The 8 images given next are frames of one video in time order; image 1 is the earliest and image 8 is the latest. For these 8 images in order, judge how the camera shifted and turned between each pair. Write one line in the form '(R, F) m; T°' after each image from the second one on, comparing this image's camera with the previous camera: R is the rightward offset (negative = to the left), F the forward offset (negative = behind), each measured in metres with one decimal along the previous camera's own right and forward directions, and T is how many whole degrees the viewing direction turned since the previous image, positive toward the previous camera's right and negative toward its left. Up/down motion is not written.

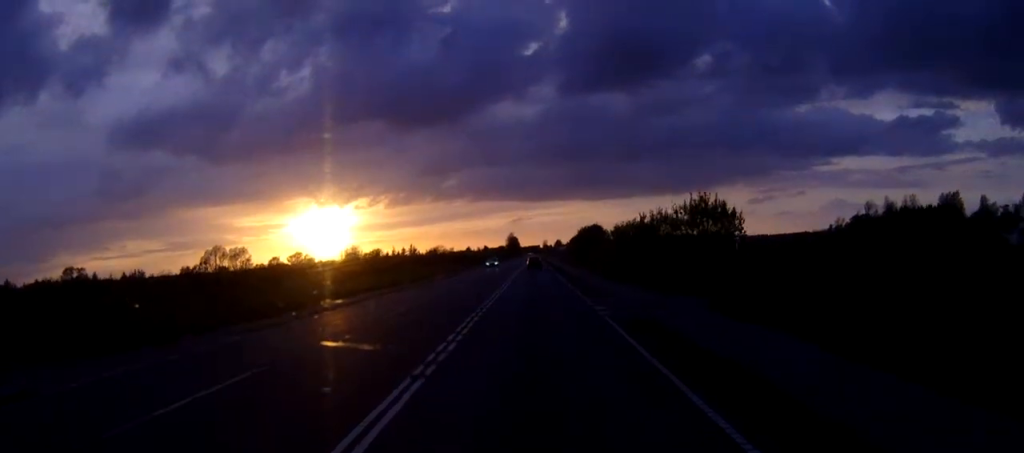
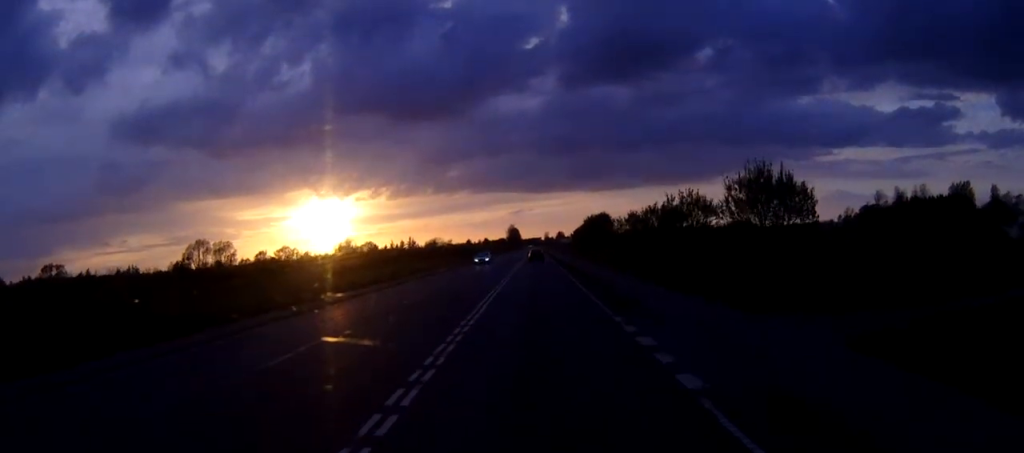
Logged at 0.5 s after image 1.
(0.0, +11.3) m; 0°
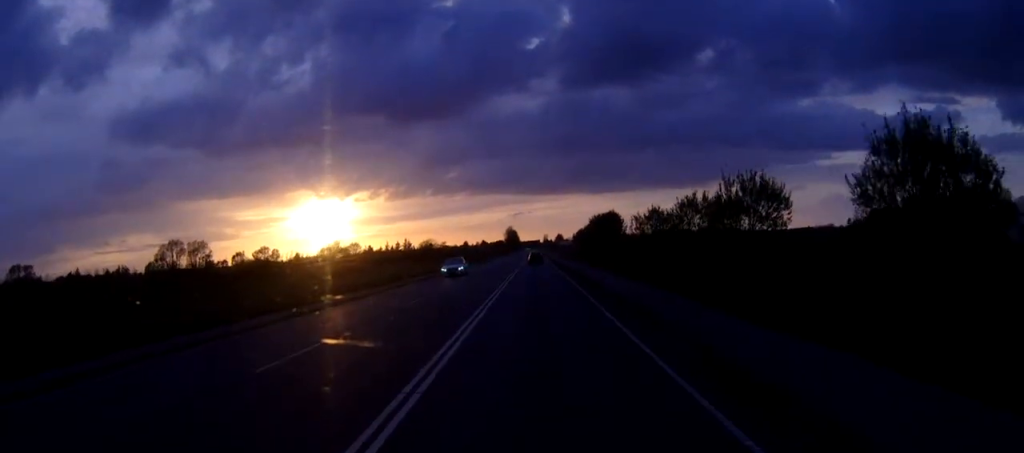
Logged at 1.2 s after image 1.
(0.0, +14.1) m; 0°
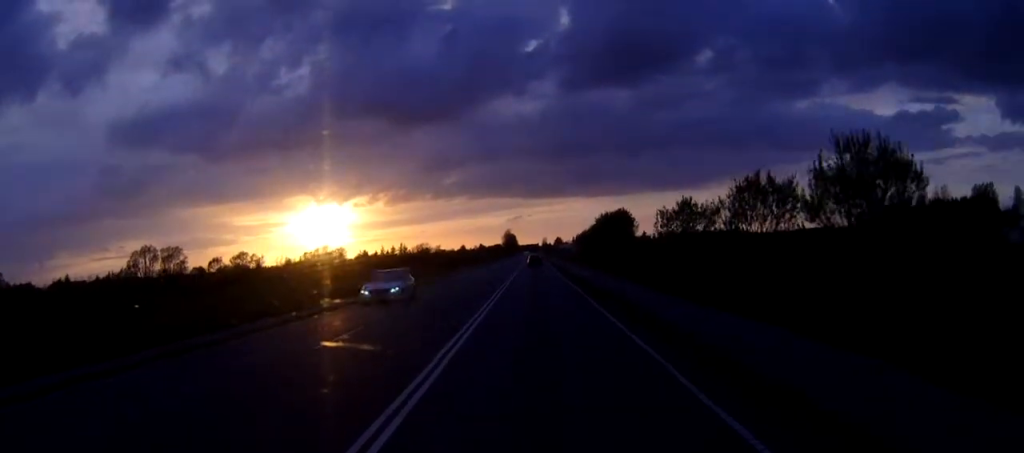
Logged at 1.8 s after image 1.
(0.0, +12.8) m; 0°
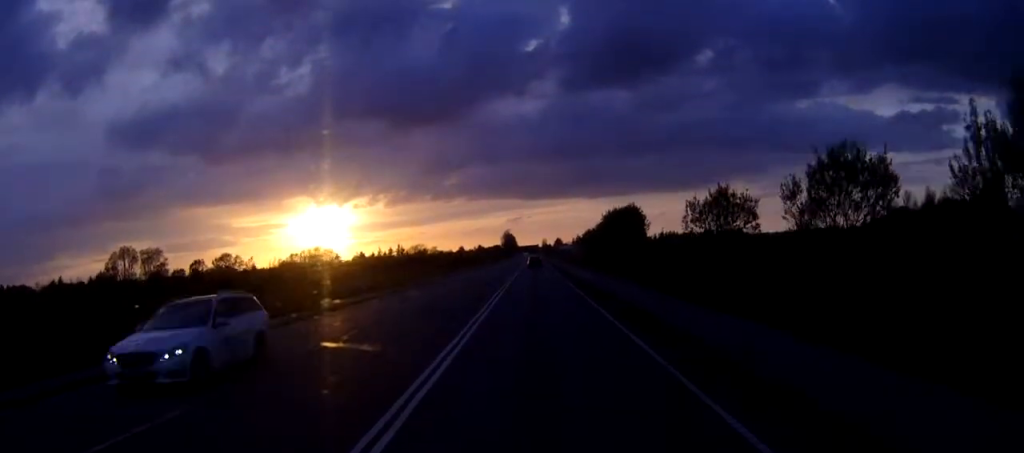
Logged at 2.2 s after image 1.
(0.0, +9.2) m; 0°
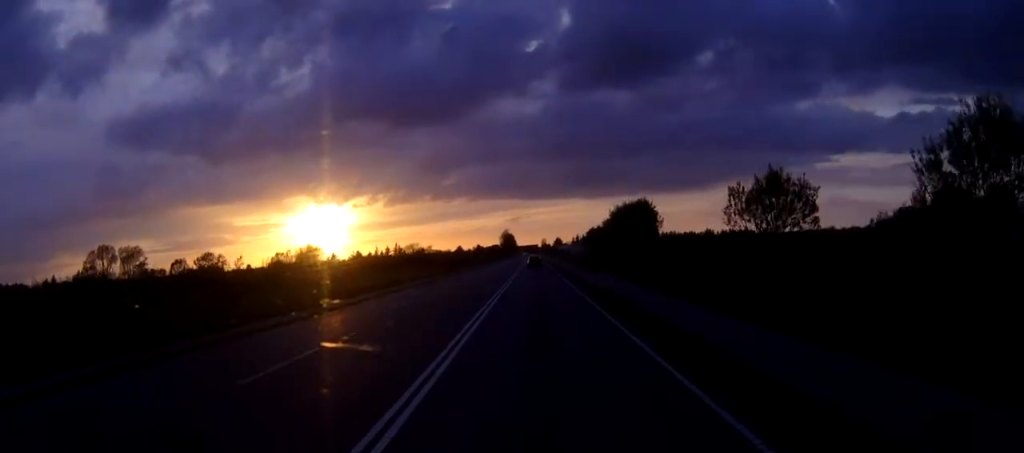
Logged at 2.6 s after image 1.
(0.0, +8.6) m; 0°
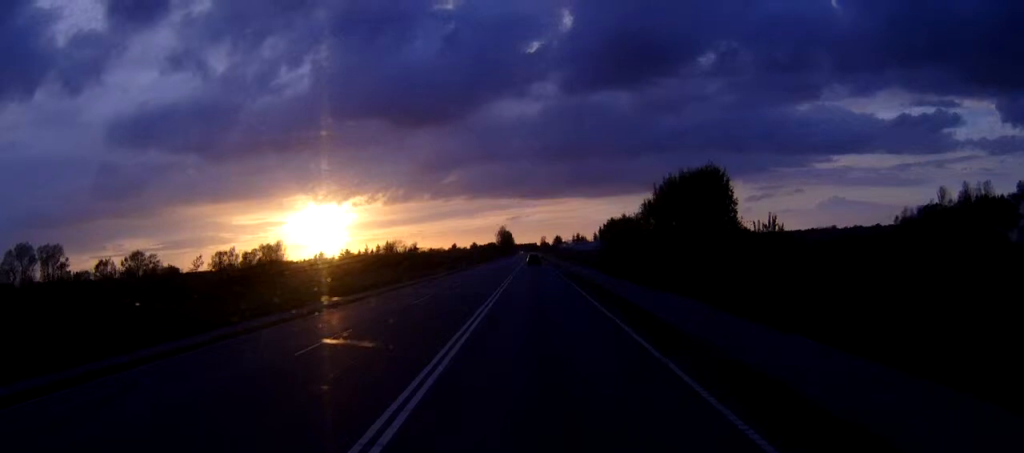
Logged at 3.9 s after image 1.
(0.0, +28.0) m; 0°
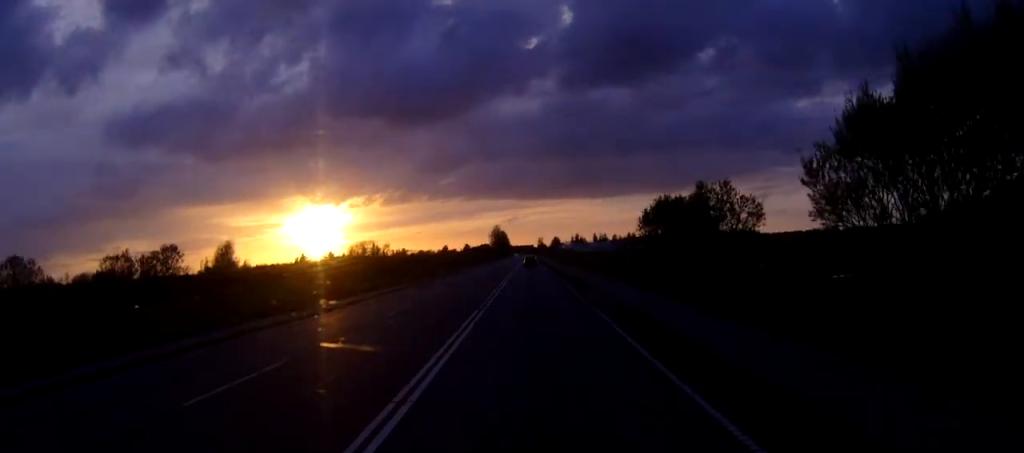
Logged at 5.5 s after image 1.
(+0.2, +33.3) m; 0°
